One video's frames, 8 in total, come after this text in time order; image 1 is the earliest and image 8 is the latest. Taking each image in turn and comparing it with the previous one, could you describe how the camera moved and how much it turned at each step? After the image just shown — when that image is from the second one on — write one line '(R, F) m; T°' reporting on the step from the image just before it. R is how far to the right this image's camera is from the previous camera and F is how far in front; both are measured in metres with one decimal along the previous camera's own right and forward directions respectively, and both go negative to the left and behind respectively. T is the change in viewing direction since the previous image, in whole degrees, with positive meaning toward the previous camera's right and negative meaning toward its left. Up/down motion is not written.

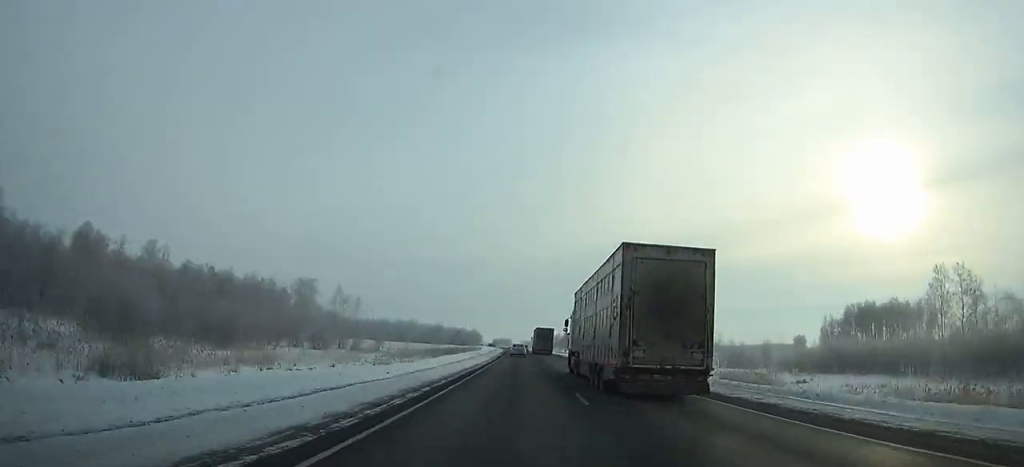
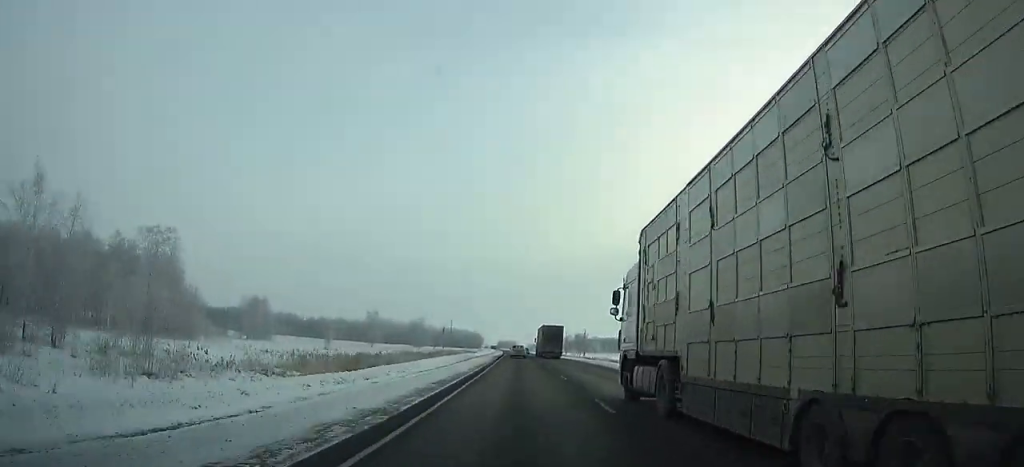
(0.0, +62.5) m; -1°
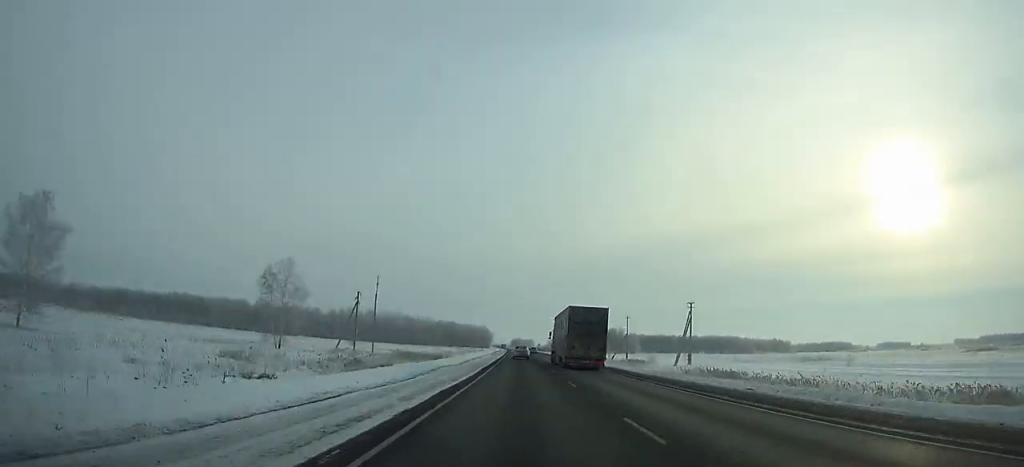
(-1.7, +125.5) m; -1°
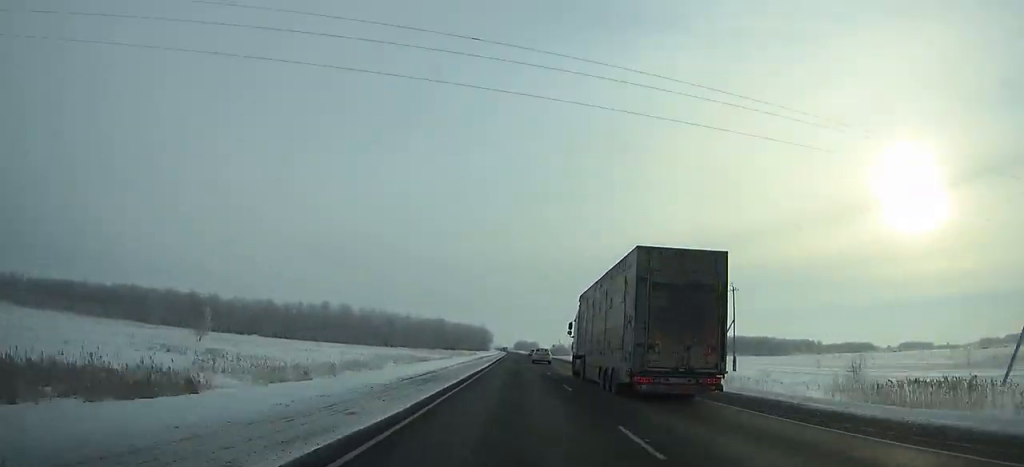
(-0.2, +72.0) m; 0°
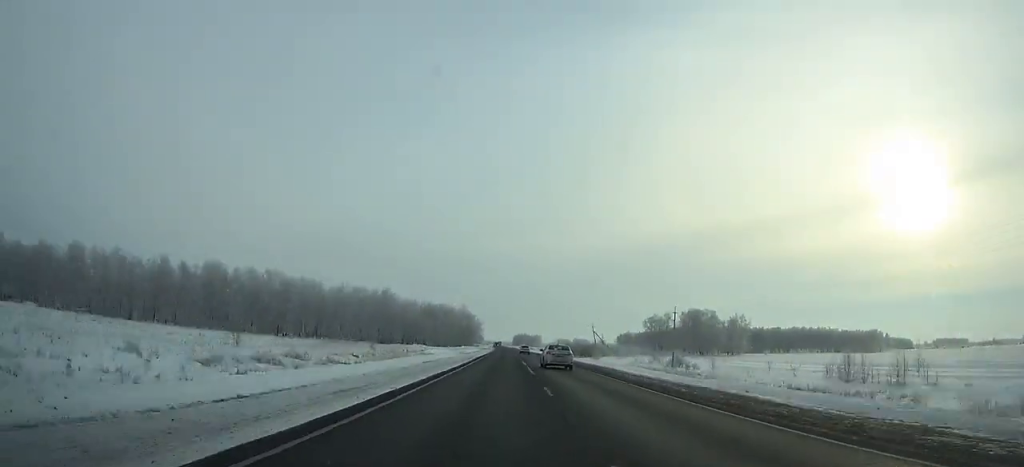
(0.0, +127.4) m; 0°
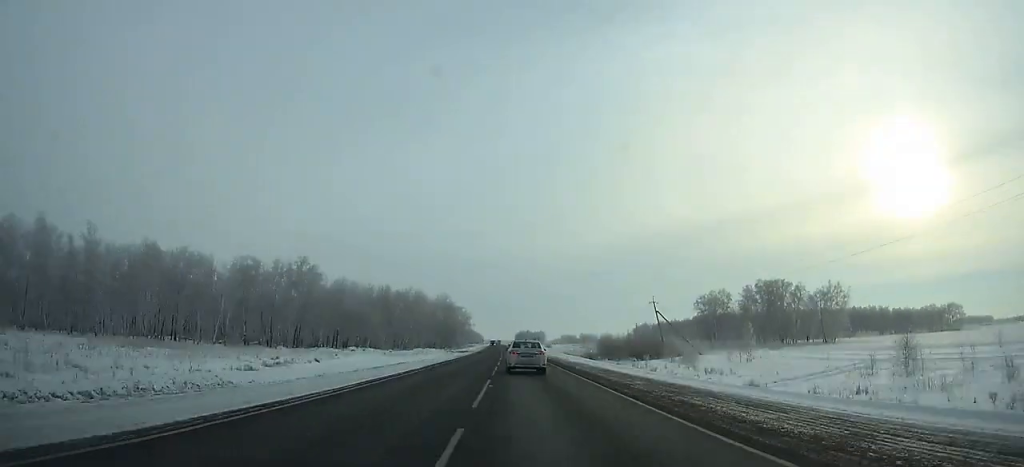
(+0.3, +71.1) m; -1°
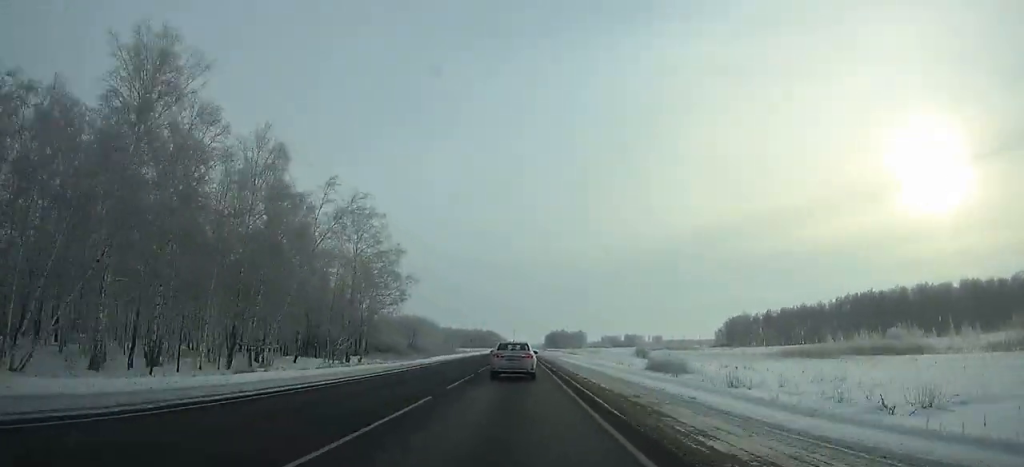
(-4.6, +182.7) m; -2°
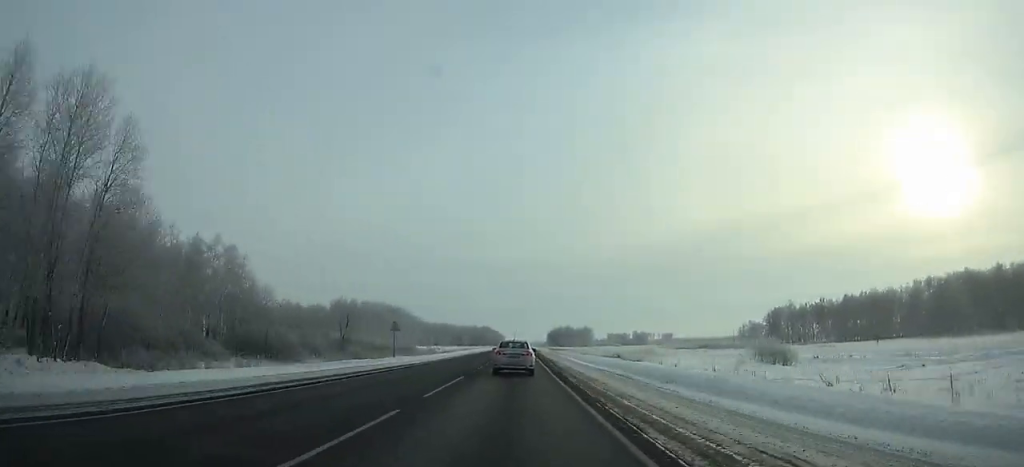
(+0.1, +62.7) m; 0°
